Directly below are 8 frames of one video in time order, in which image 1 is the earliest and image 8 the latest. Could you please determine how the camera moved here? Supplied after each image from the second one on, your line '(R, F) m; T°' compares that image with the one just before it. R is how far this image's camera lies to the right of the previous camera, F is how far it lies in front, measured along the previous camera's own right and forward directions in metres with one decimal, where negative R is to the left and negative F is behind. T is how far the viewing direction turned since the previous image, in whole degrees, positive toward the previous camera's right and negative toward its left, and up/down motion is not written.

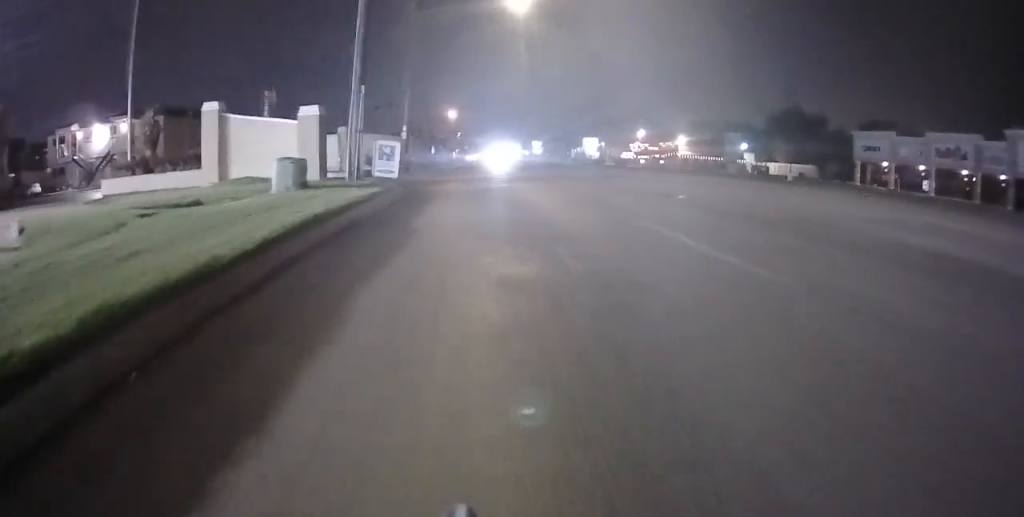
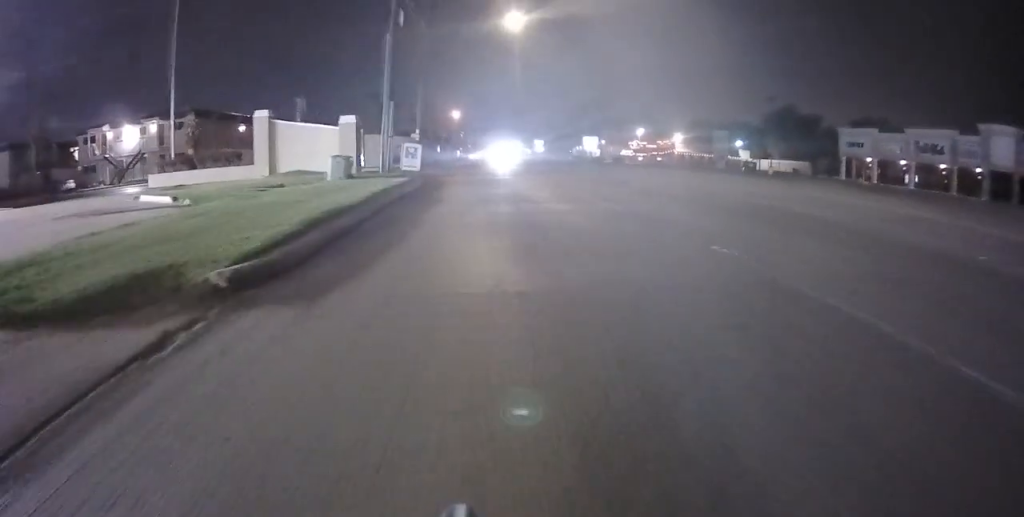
(0.0, +4.5) m; 0°
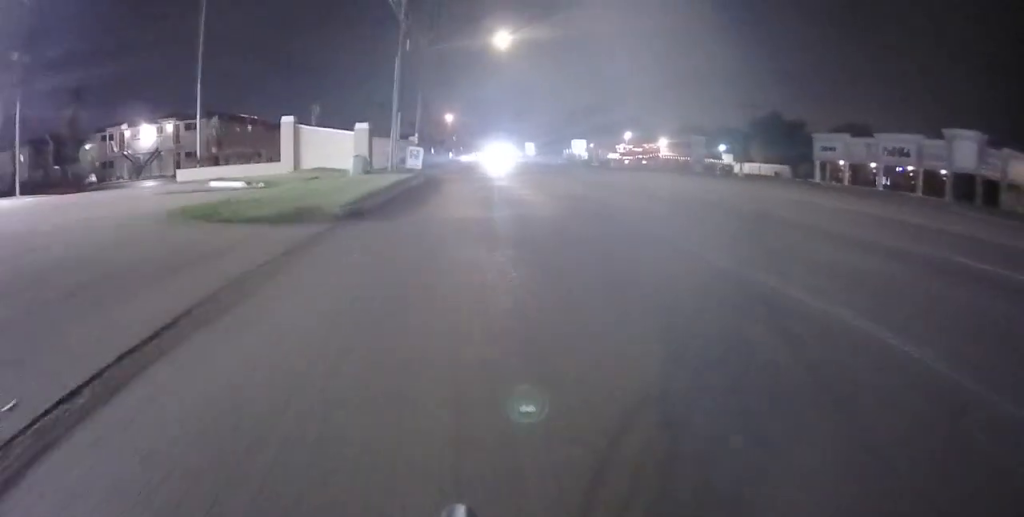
(0.0, +4.8) m; 0°
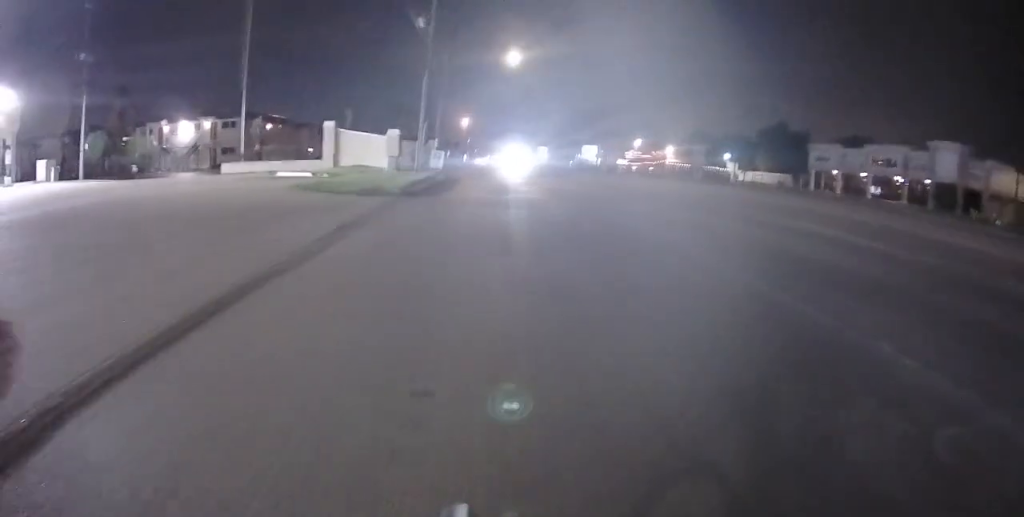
(0.0, +5.3) m; -3°
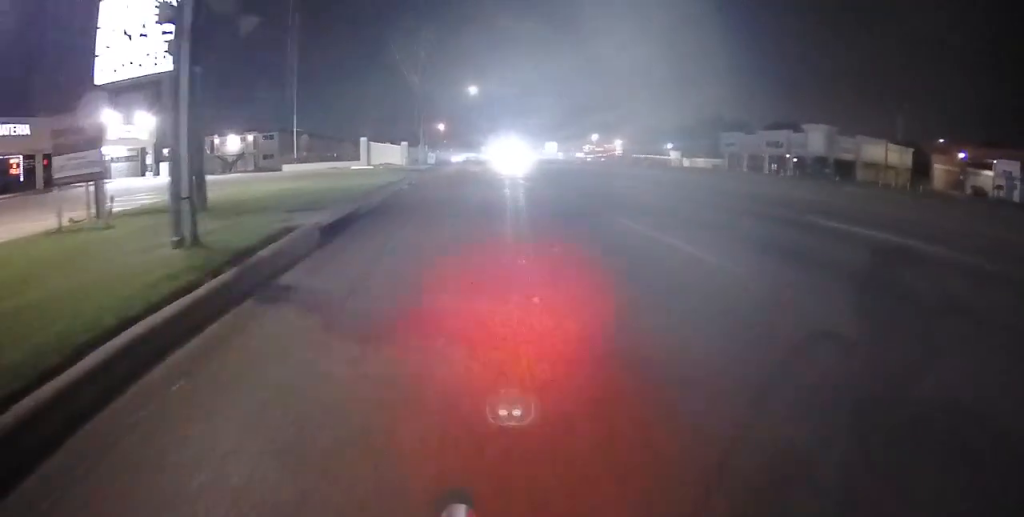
(+0.3, +21.6) m; 0°
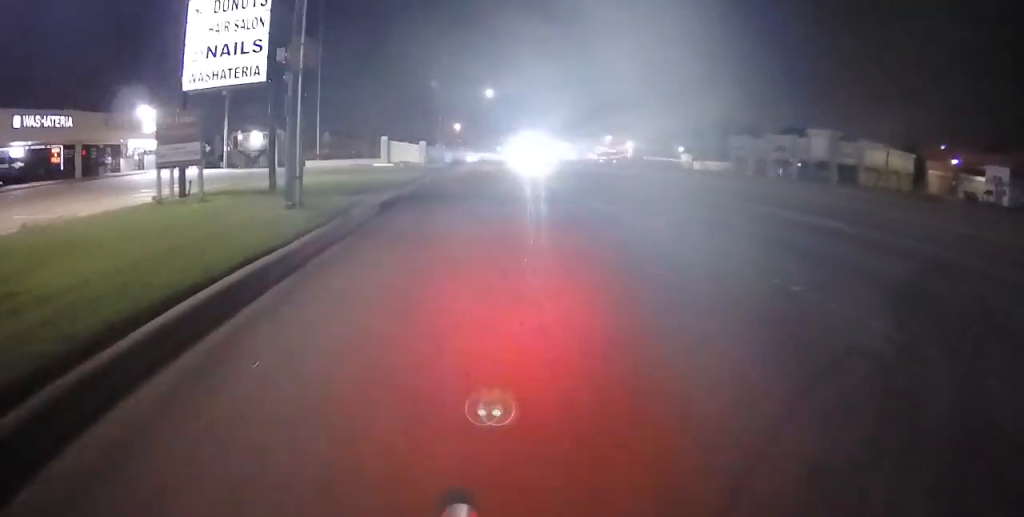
(-0.3, +3.2) m; -2°
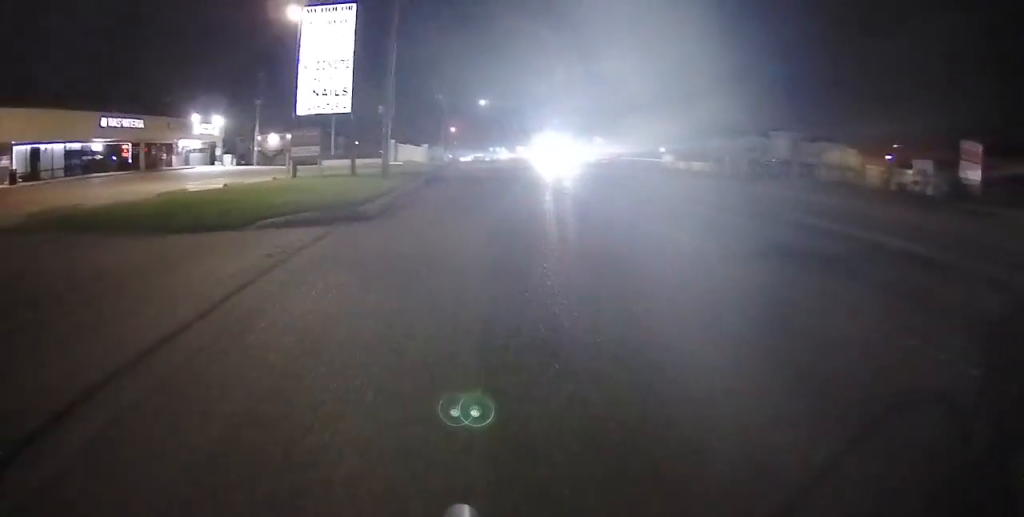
(+0.7, +10.8) m; +4°
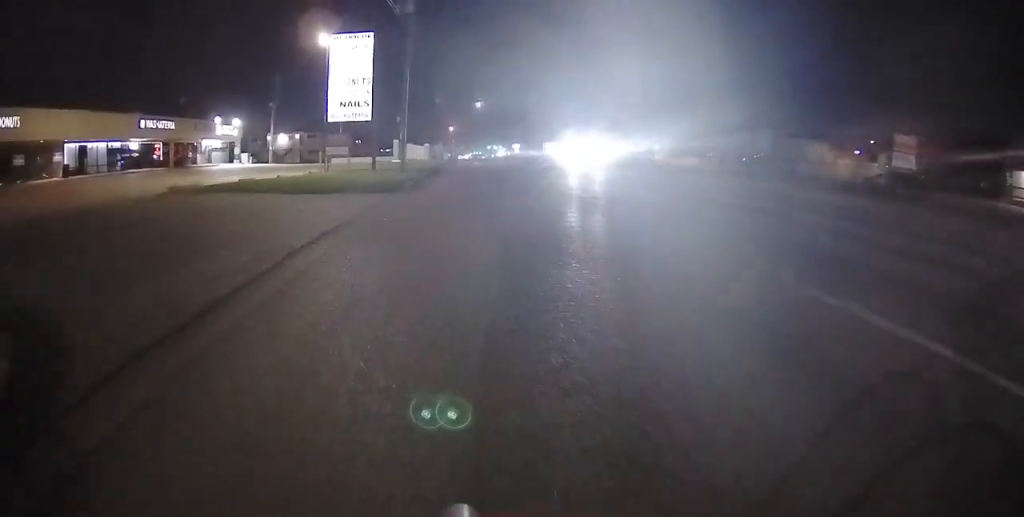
(0.0, +6.3) m; 0°
